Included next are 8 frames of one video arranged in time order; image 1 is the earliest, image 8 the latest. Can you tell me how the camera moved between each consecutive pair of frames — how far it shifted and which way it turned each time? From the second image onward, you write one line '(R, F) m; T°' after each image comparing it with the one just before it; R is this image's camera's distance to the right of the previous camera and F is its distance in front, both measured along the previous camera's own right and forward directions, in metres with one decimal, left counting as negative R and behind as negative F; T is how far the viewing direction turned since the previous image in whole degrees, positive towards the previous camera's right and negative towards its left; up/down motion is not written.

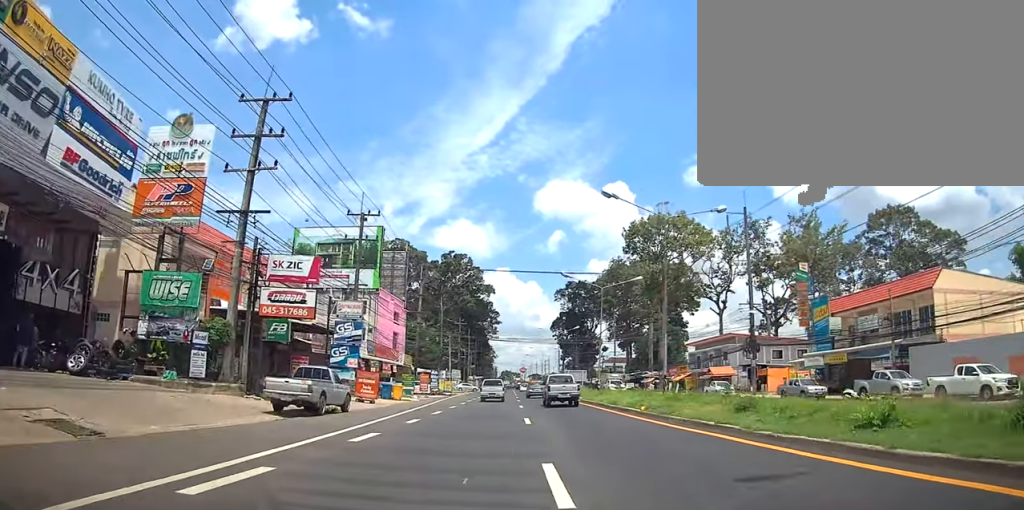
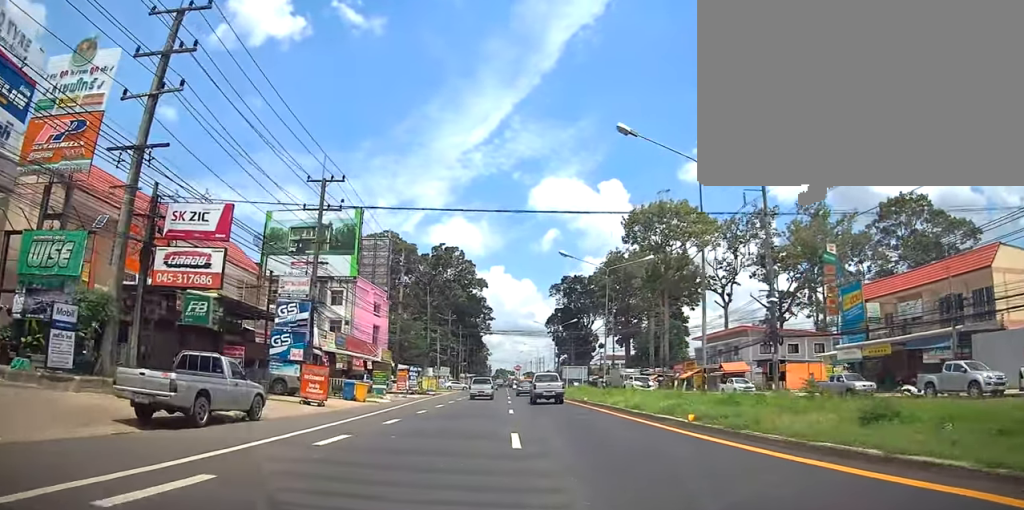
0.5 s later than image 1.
(+0.1, +7.0) m; 0°
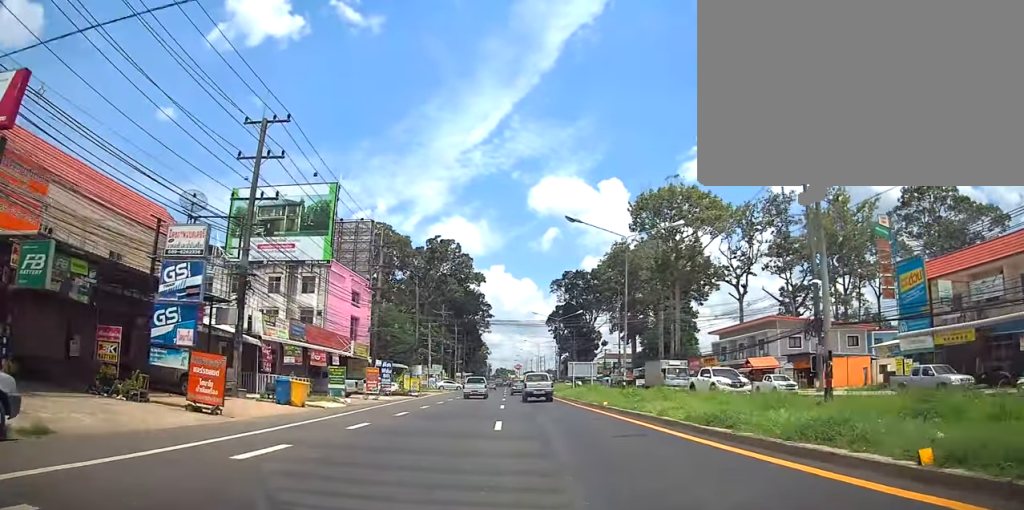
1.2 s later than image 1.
(0.0, +8.7) m; 0°
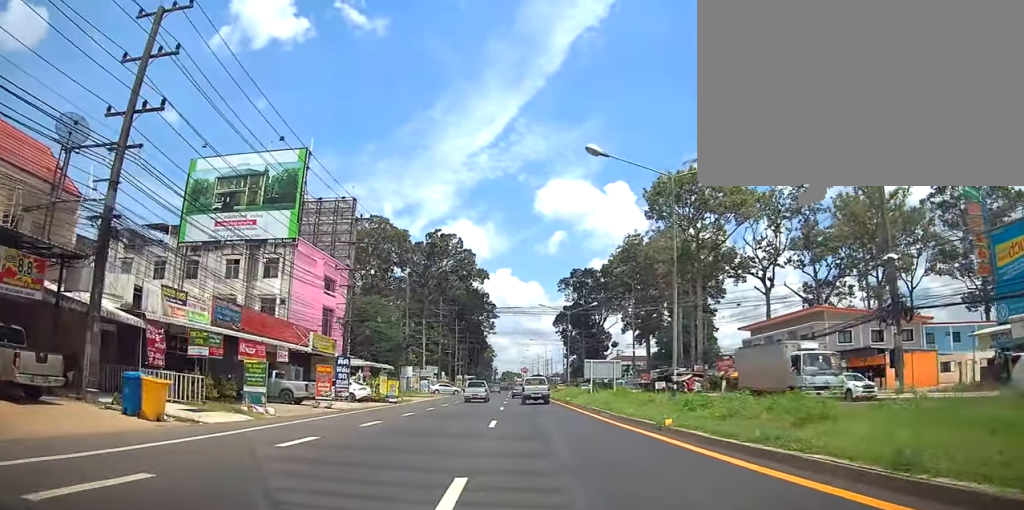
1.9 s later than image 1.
(0.0, +9.9) m; 0°
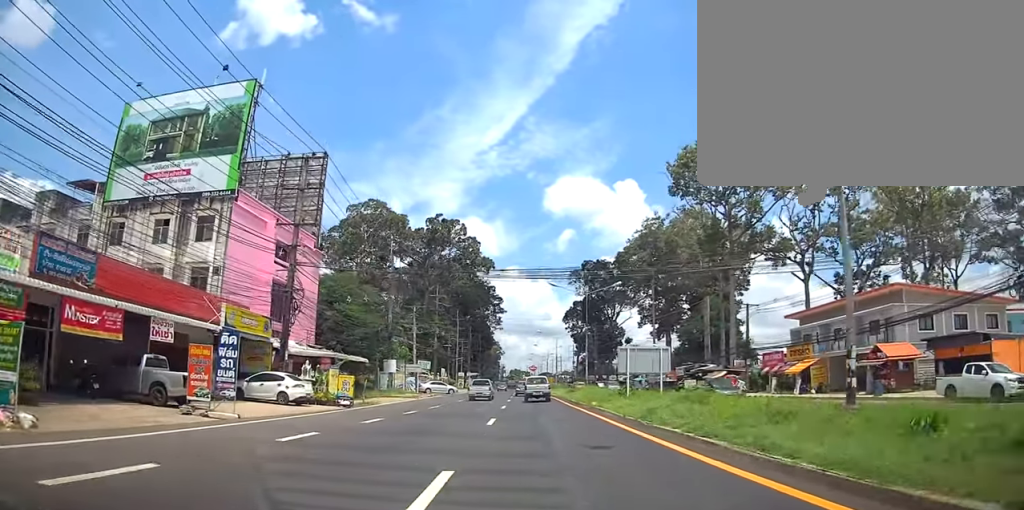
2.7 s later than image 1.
(0.0, +11.5) m; -1°
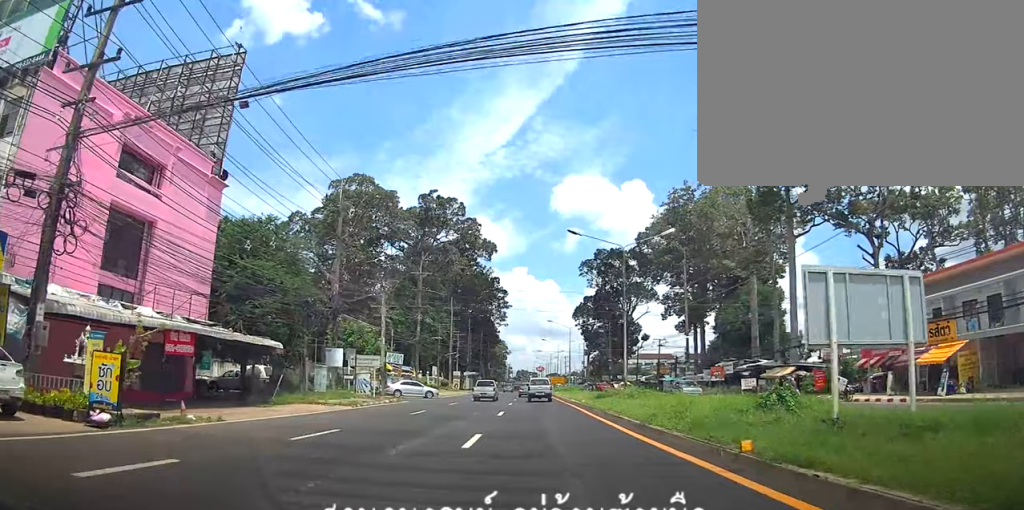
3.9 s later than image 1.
(-0.2, +17.0) m; -1°
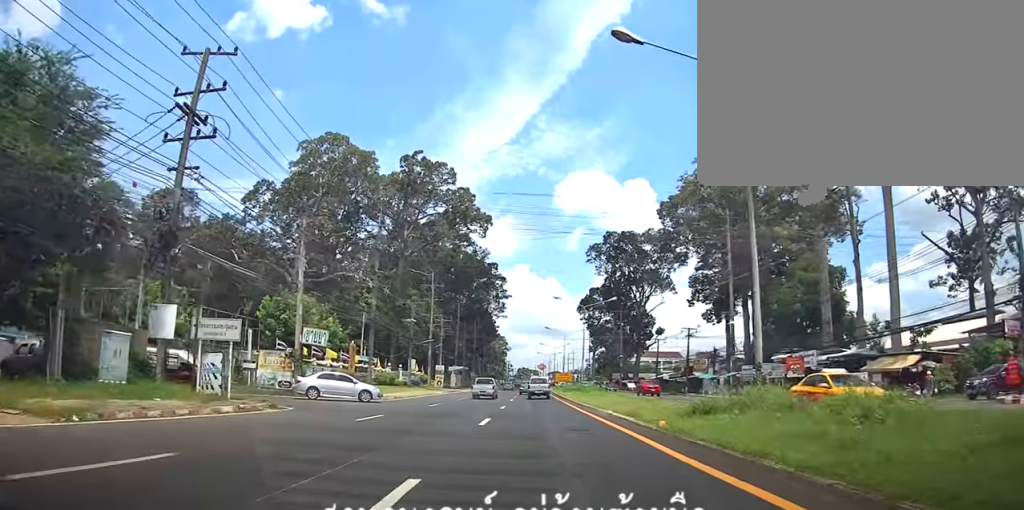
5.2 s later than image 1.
(0.0, +18.4) m; 0°
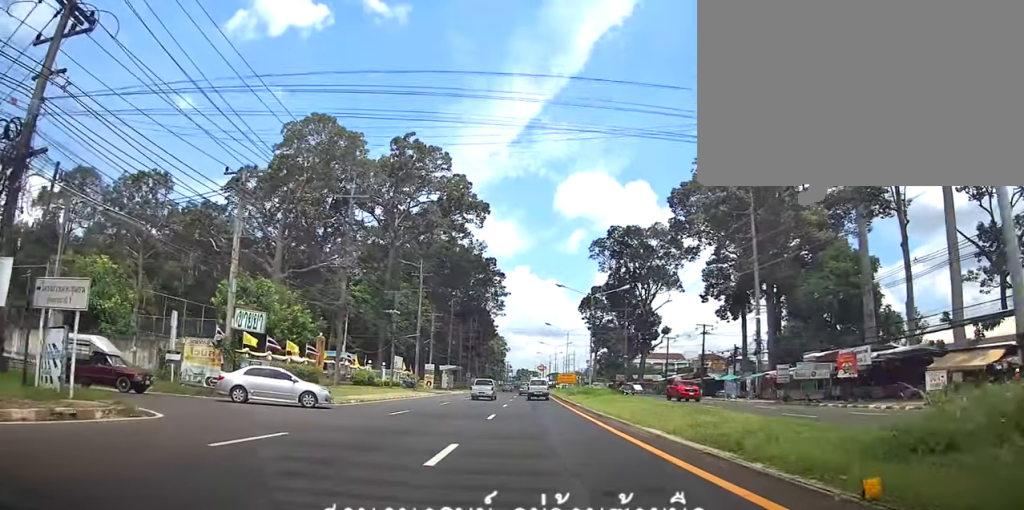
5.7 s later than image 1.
(0.0, +7.5) m; 0°
